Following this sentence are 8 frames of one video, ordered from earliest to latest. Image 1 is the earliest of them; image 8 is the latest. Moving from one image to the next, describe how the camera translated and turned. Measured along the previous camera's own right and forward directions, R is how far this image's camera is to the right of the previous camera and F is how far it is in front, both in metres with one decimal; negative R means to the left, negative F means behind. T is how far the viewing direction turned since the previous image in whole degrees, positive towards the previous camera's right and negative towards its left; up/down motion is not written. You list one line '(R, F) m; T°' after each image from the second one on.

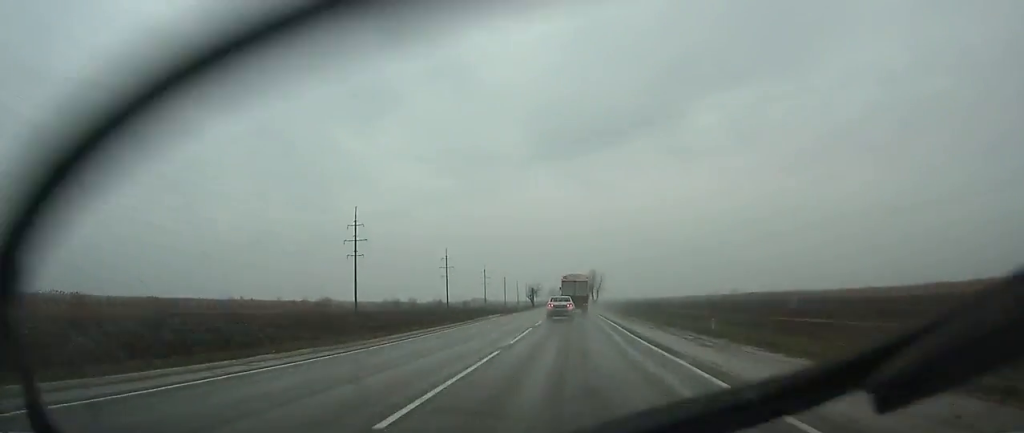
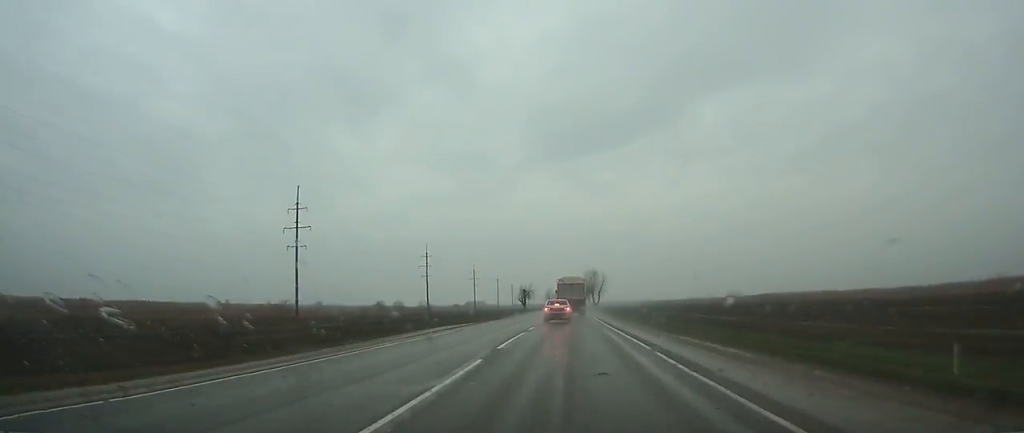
(0.0, +25.4) m; 0°
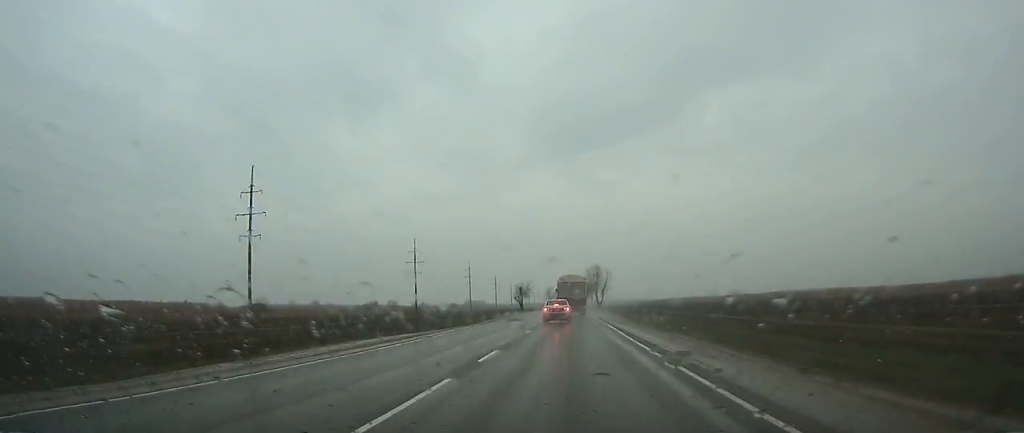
(0.0, +15.0) m; 0°
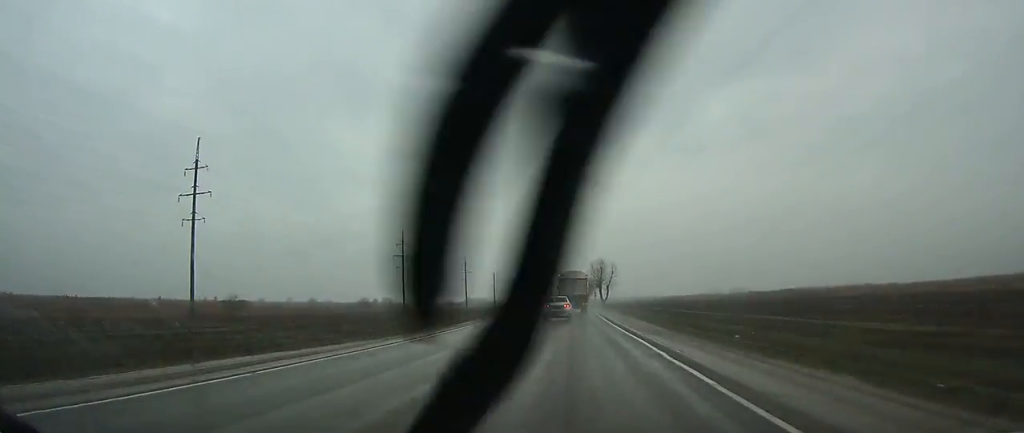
(-0.1, +13.8) m; 0°
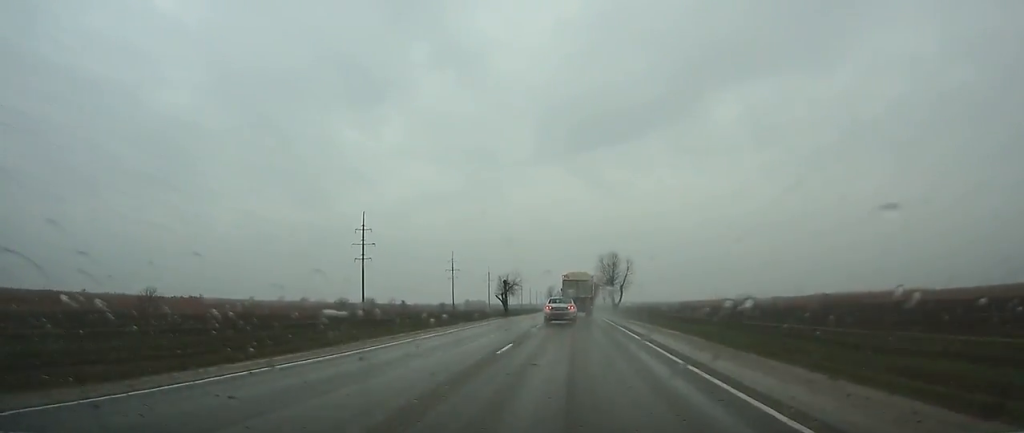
(-0.1, +32.2) m; 0°
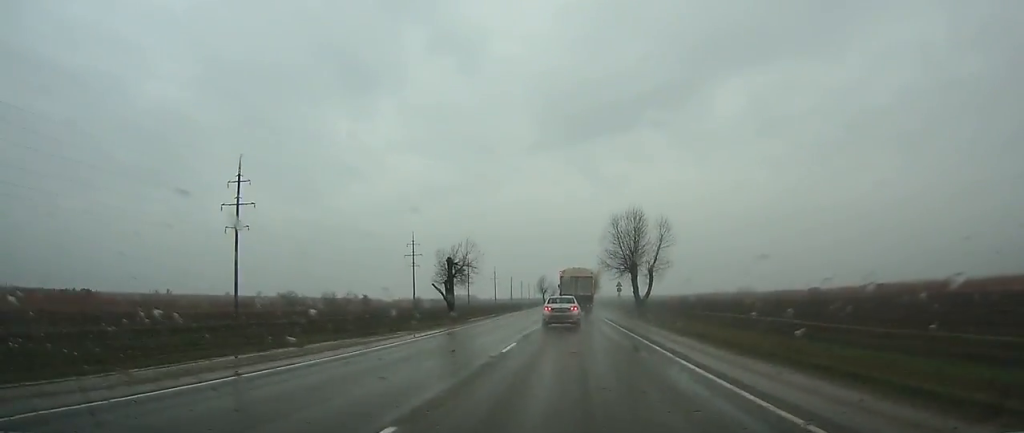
(+0.1, +46.9) m; 0°
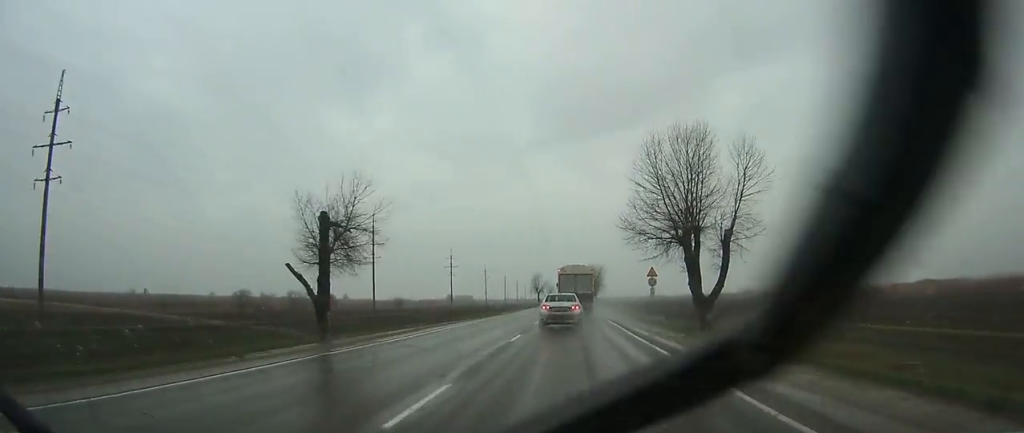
(+0.2, +33.0) m; 0°
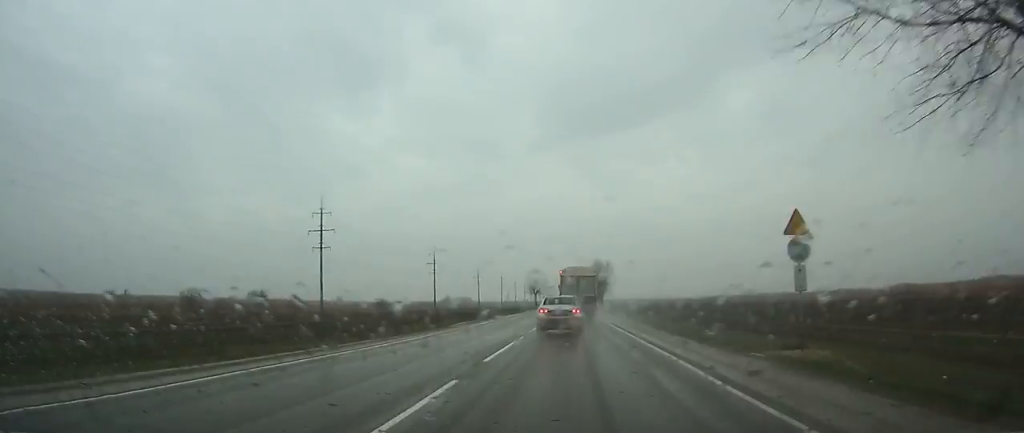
(-0.1, +29.5) m; 0°
